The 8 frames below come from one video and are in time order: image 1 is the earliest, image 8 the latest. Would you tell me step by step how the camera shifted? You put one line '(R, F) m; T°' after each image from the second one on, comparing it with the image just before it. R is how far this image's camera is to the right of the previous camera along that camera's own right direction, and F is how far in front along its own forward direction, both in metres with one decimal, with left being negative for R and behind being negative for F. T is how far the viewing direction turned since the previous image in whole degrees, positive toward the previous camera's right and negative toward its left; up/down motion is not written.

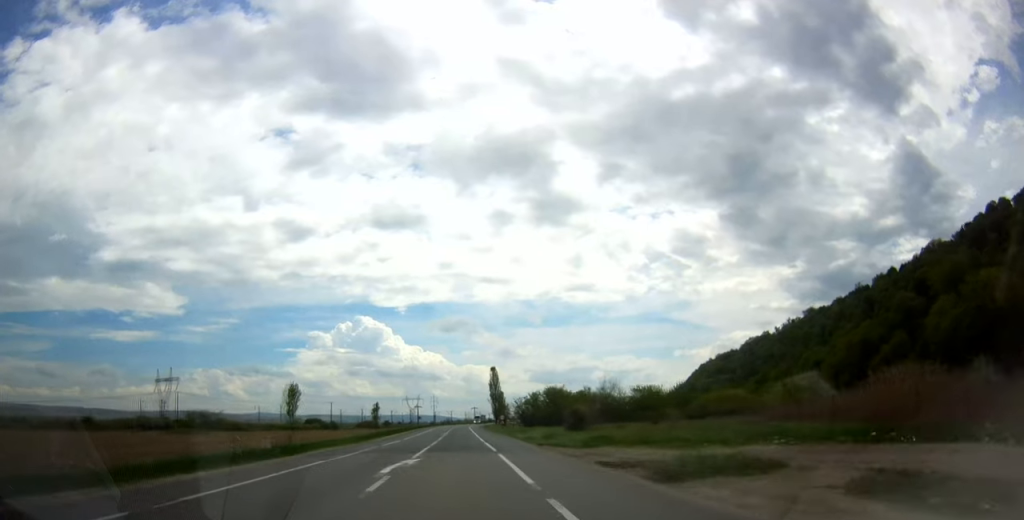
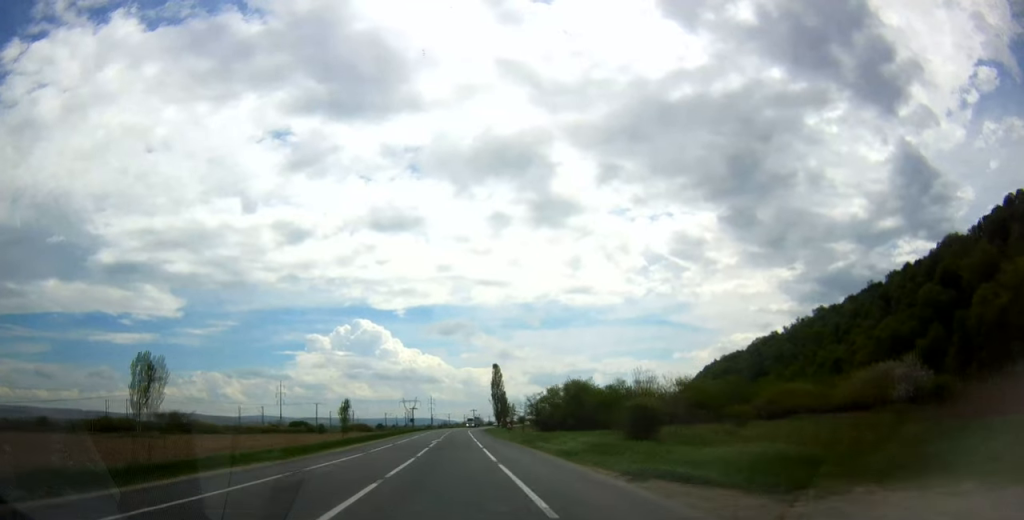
(0.0, +19.1) m; 0°
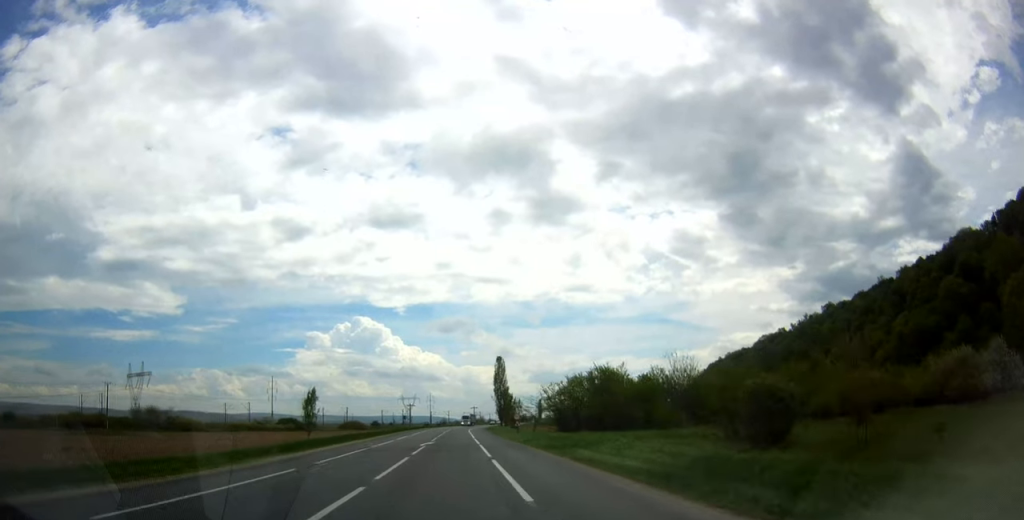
(0.0, +13.4) m; 0°
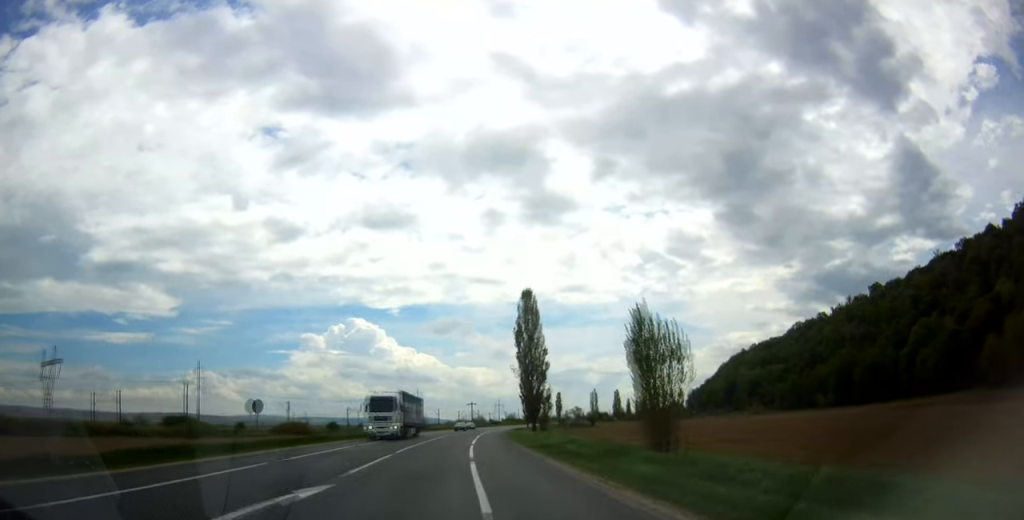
(-0.9, +75.4) m; -1°
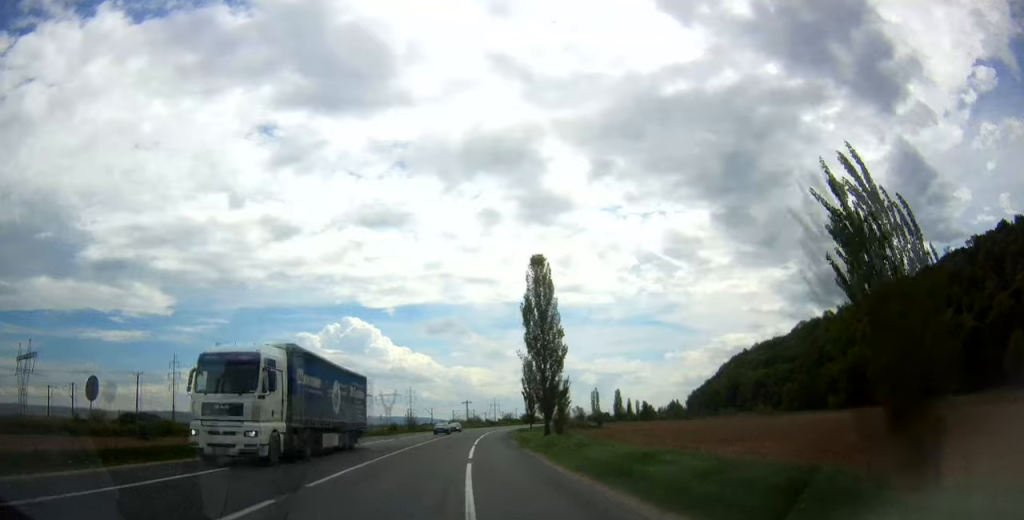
(+0.1, +15.1) m; 0°
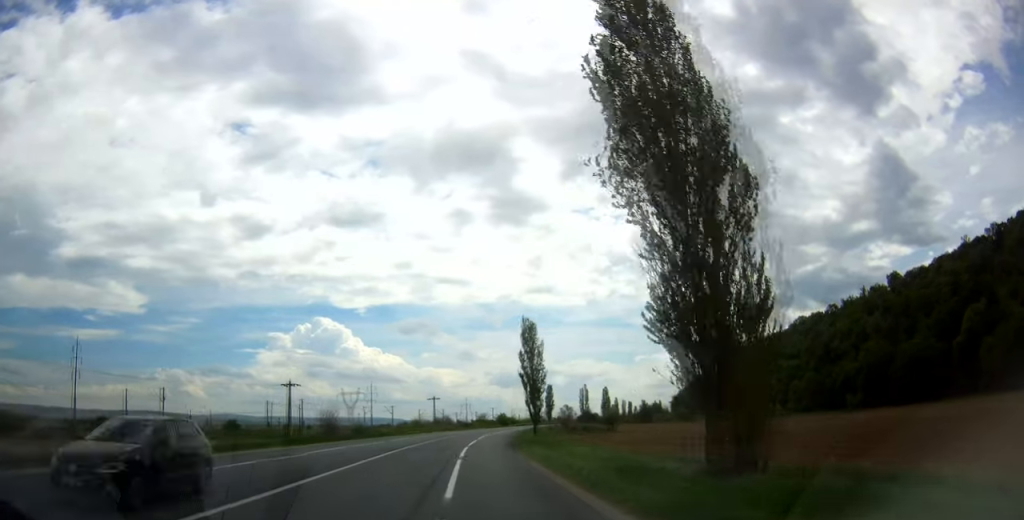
(+0.3, +41.8) m; +2°
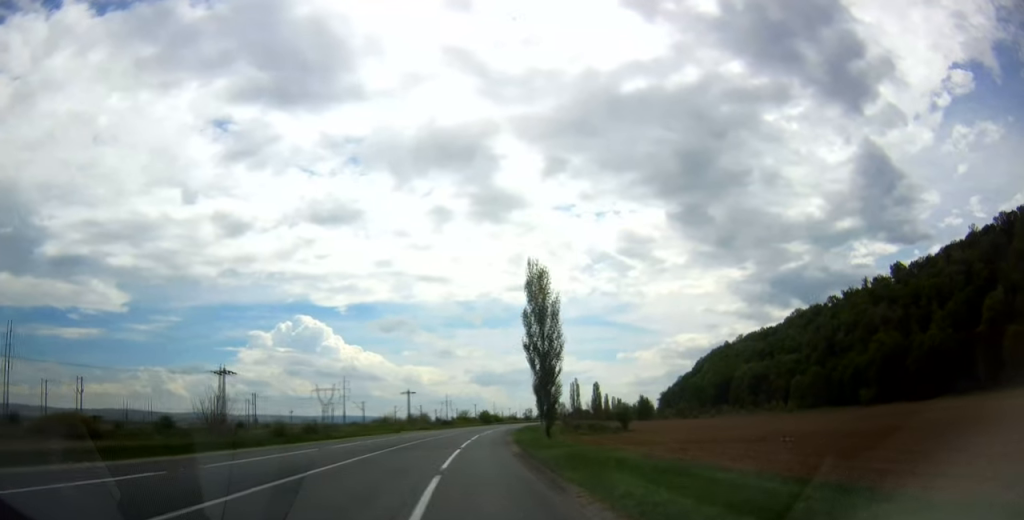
(+0.3, +22.4) m; +2°
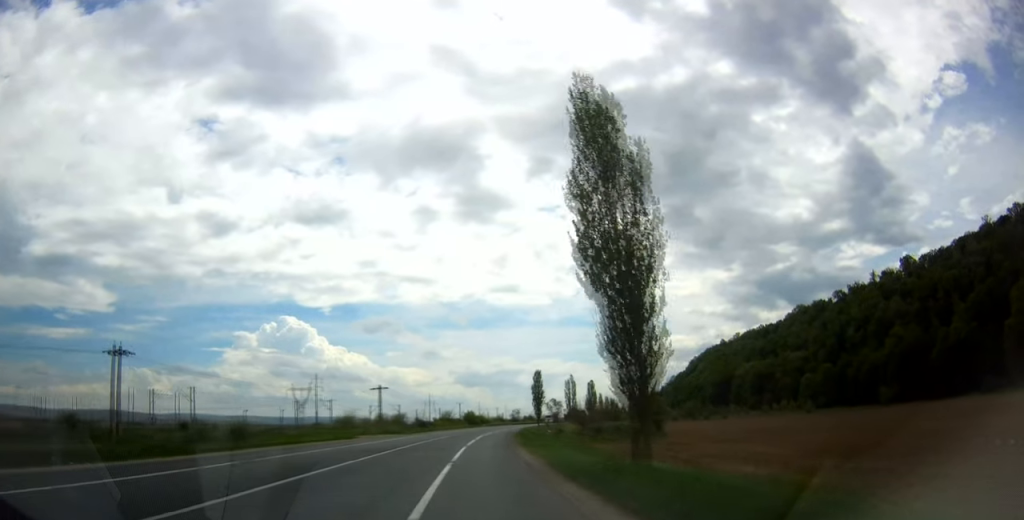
(+0.4, +24.4) m; +2°
